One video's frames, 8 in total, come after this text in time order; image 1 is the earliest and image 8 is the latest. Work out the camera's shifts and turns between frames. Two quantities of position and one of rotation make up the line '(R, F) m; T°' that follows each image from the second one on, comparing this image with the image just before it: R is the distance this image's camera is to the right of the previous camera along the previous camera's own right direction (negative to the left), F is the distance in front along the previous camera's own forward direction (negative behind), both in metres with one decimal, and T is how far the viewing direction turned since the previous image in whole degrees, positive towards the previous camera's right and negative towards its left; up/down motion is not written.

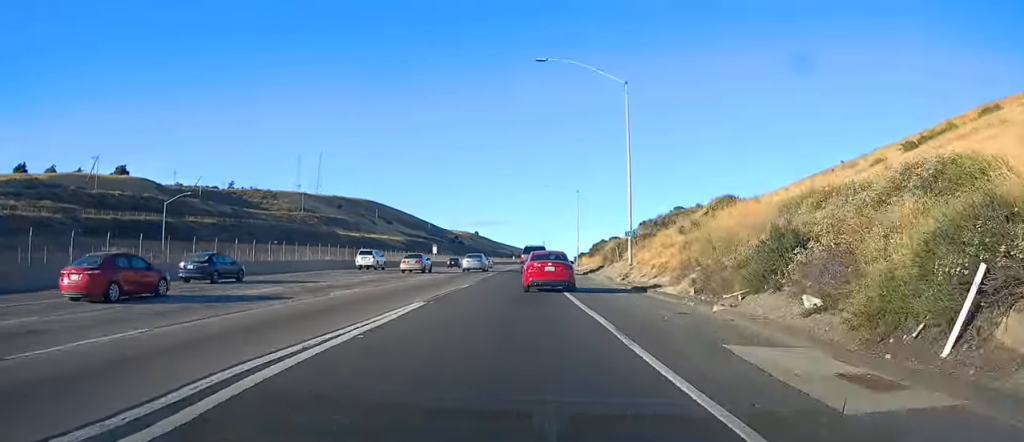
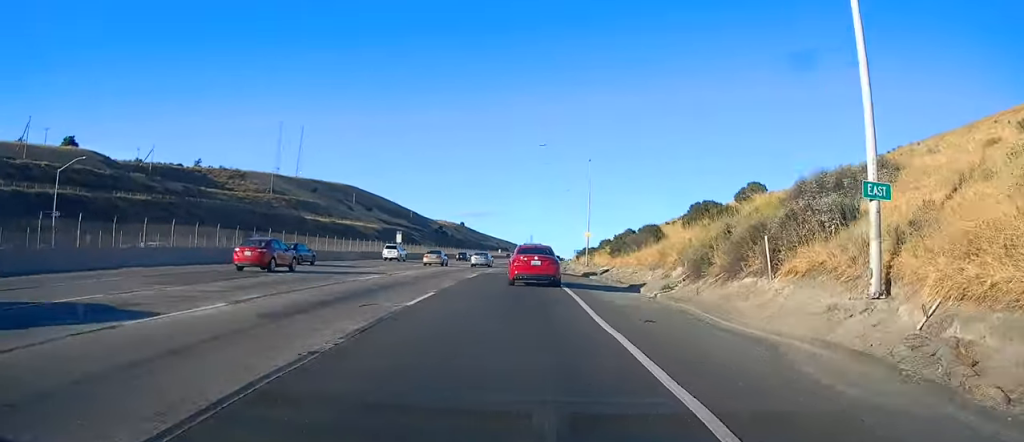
(+0.9, +27.3) m; +2°
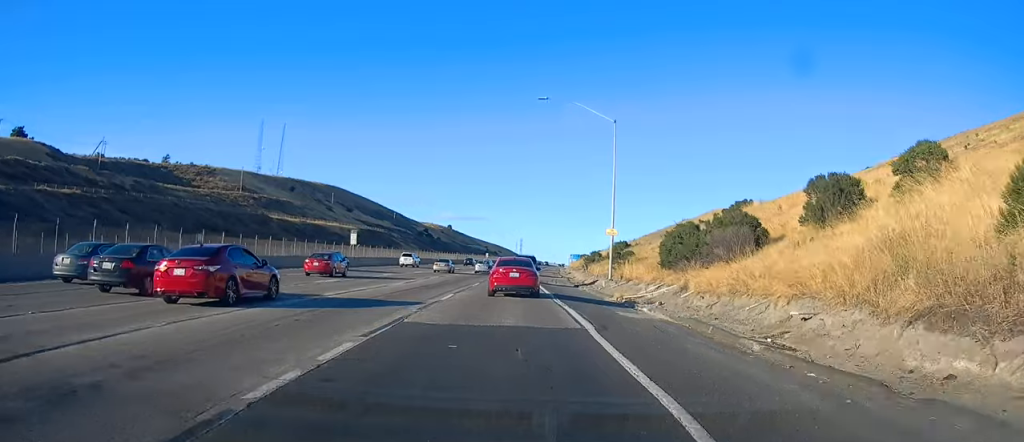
(-0.3, +23.0) m; -1°
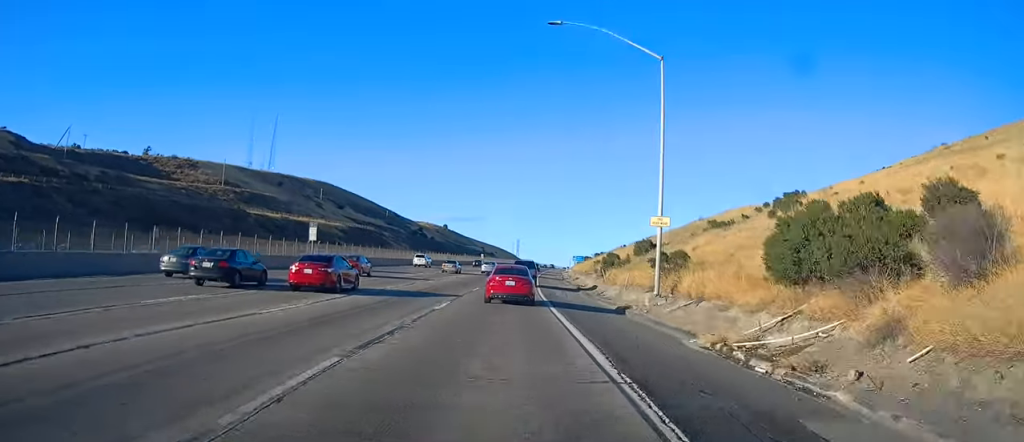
(-0.4, +15.2) m; +1°
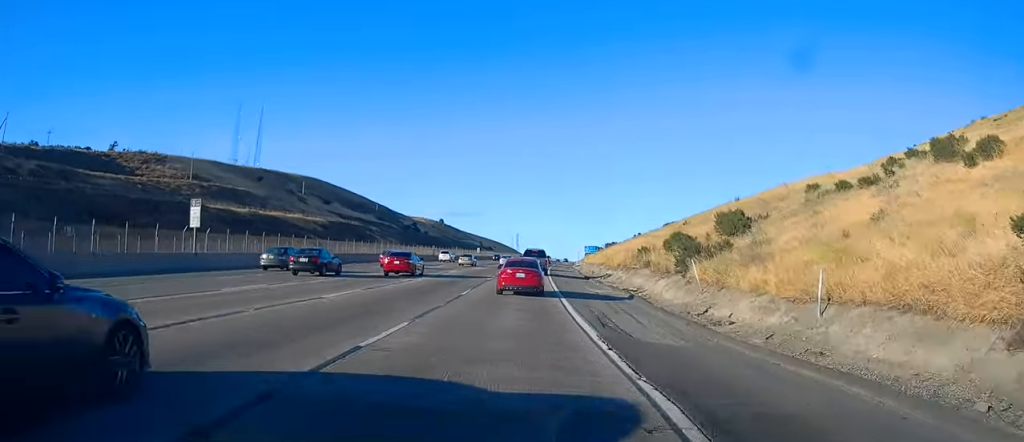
(+0.9, +24.2) m; +1°
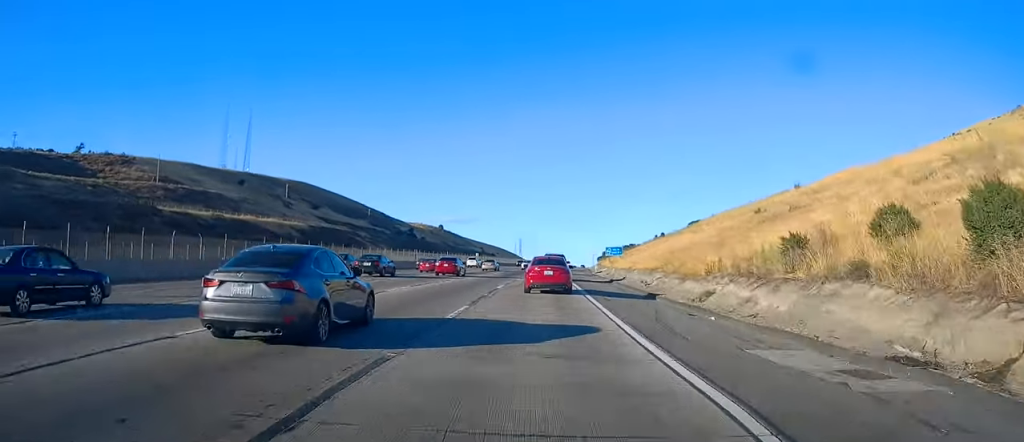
(-0.4, +23.7) m; -1°
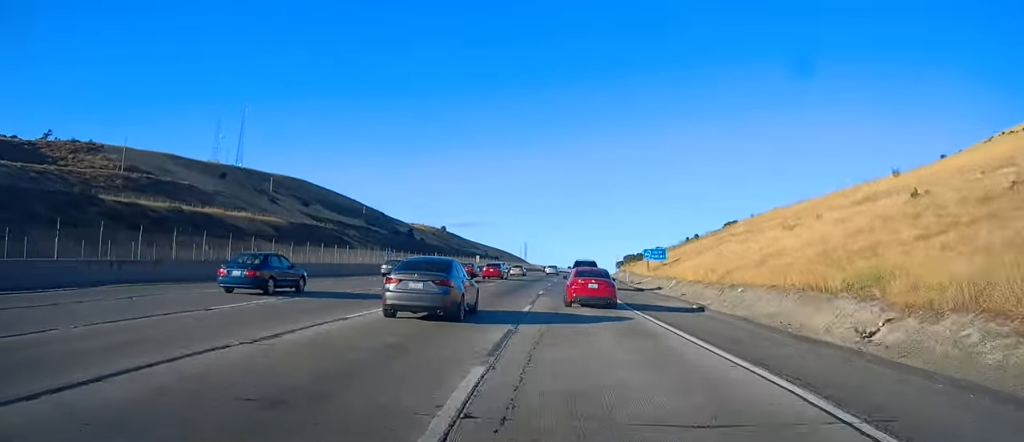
(+0.1, +23.6) m; 0°
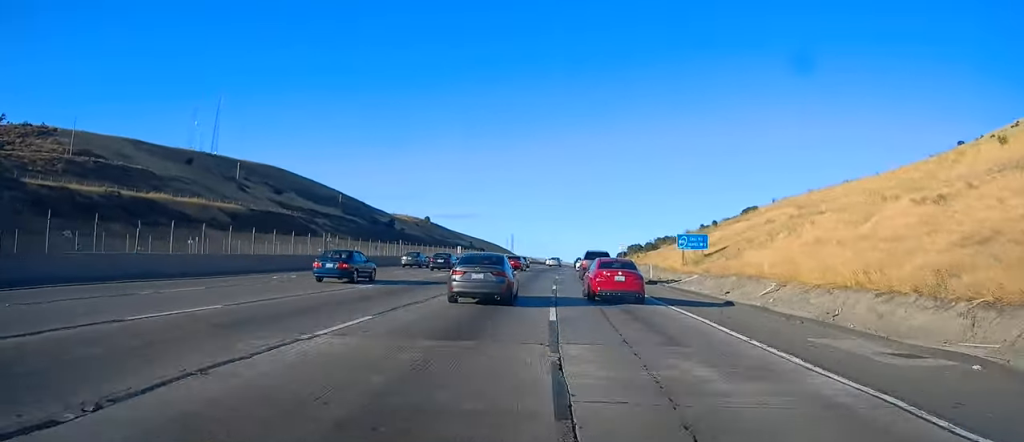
(0.0, +18.9) m; 0°
